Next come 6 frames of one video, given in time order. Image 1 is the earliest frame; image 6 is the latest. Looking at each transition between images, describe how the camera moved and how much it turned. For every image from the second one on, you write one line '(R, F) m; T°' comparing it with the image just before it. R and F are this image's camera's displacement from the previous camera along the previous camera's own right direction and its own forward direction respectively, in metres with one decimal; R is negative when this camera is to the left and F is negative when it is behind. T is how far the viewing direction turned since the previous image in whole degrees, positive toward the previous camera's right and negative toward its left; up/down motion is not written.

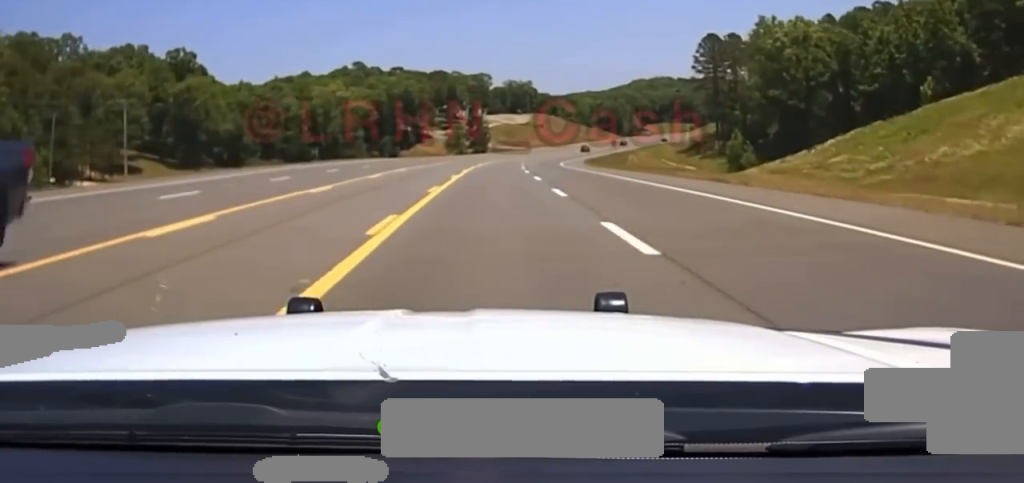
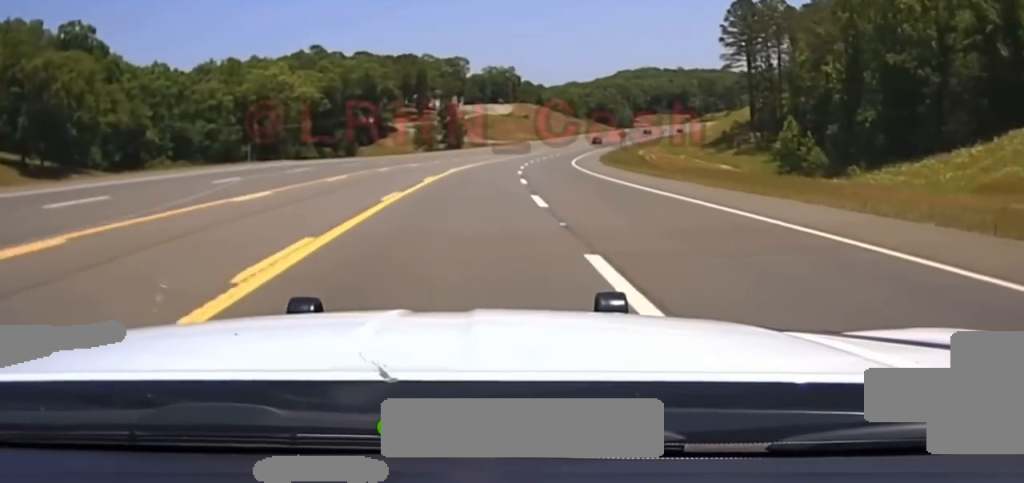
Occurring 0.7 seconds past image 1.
(+0.2, +39.6) m; +1°
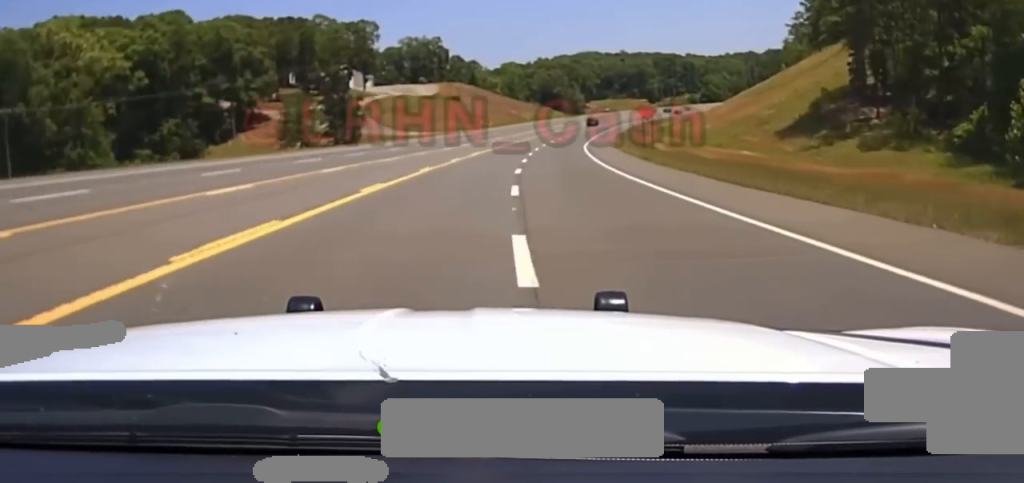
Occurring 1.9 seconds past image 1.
(+0.9, +71.0) m; +2°
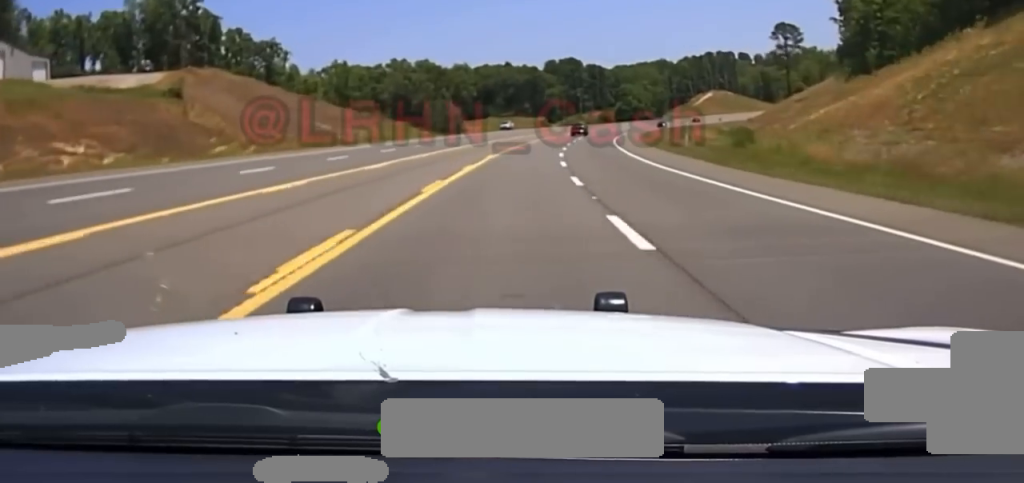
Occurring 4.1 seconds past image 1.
(+9.7, +126.6) m; +10°
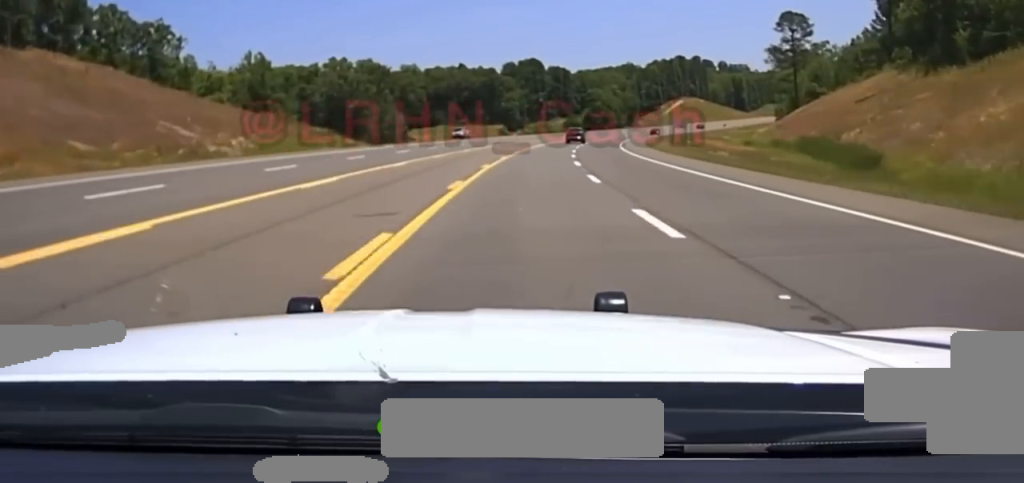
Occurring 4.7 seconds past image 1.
(+1.5, +39.5) m; +2°
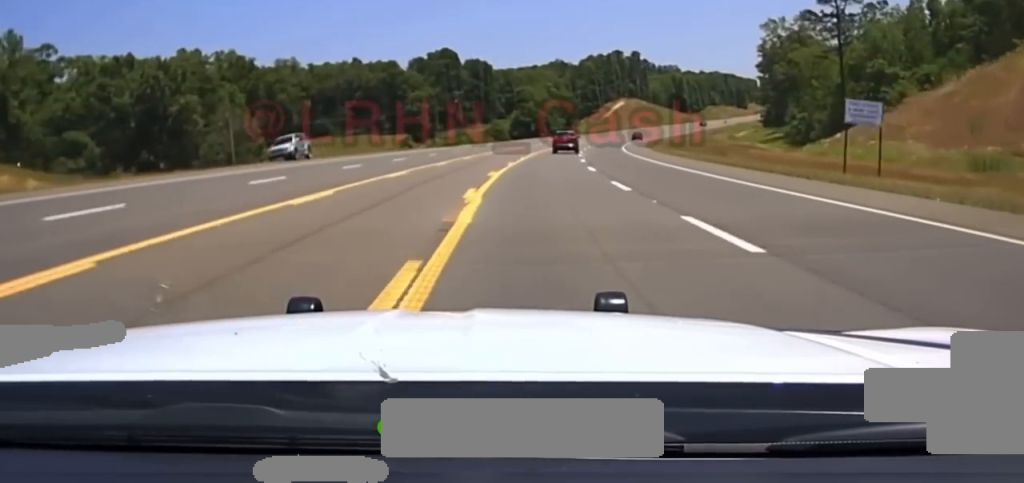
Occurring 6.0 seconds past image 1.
(+2.0, +65.3) m; +5°
